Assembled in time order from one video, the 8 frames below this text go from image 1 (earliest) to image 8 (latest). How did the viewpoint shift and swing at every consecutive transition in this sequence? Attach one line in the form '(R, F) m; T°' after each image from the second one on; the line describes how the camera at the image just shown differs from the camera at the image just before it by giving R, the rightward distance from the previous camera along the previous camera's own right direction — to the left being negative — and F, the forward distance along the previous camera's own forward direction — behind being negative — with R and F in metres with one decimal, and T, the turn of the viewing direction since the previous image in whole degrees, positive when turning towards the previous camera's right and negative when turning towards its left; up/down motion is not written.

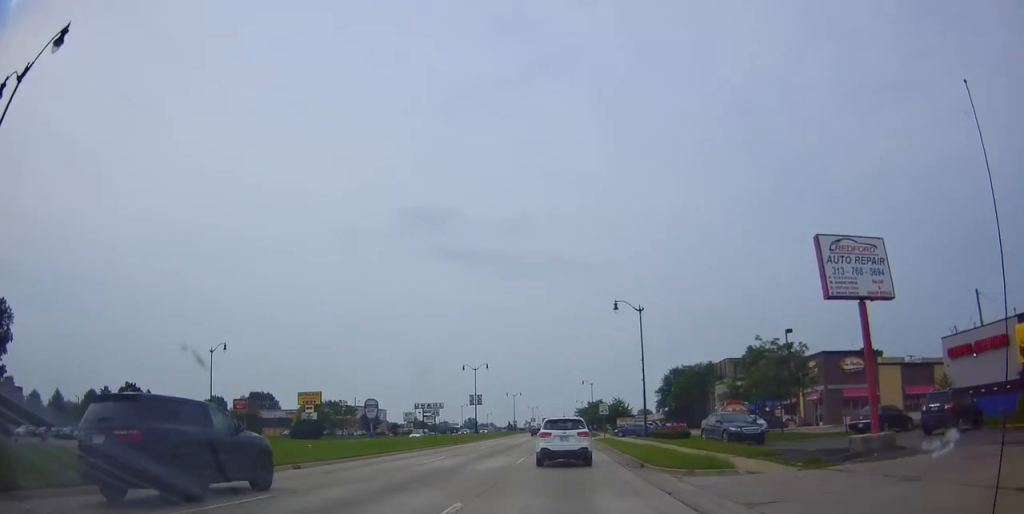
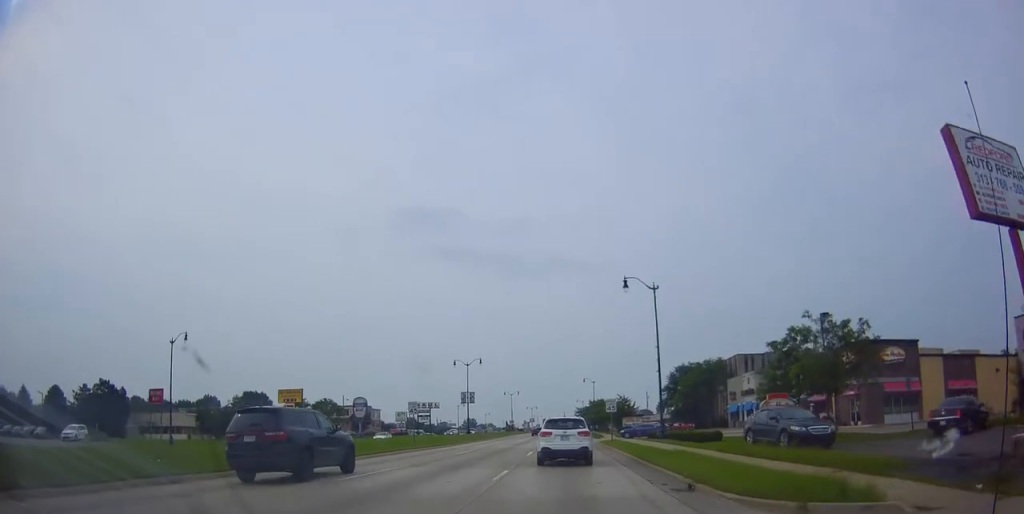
(+0.2, +7.5) m; 0°
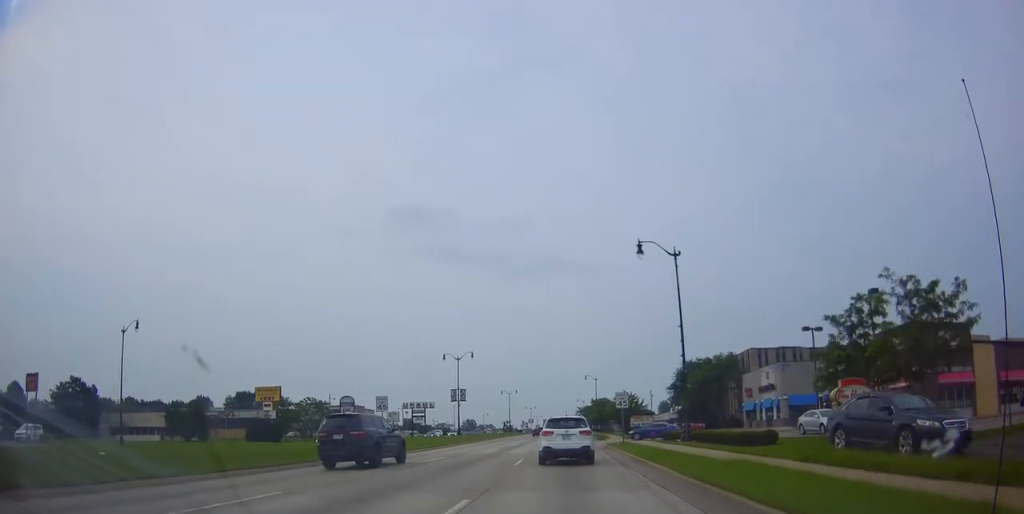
(-0.1, +8.1) m; -2°
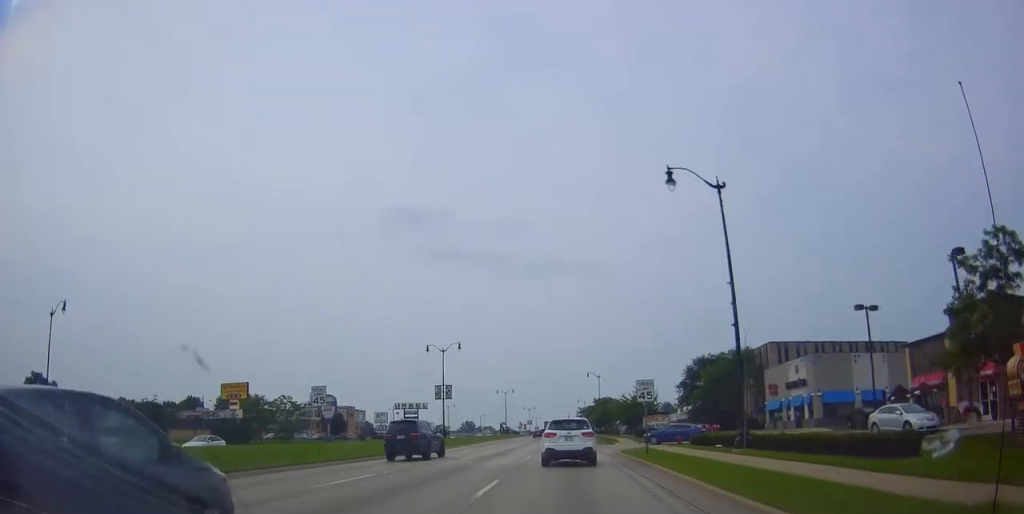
(-0.3, +10.2) m; 0°
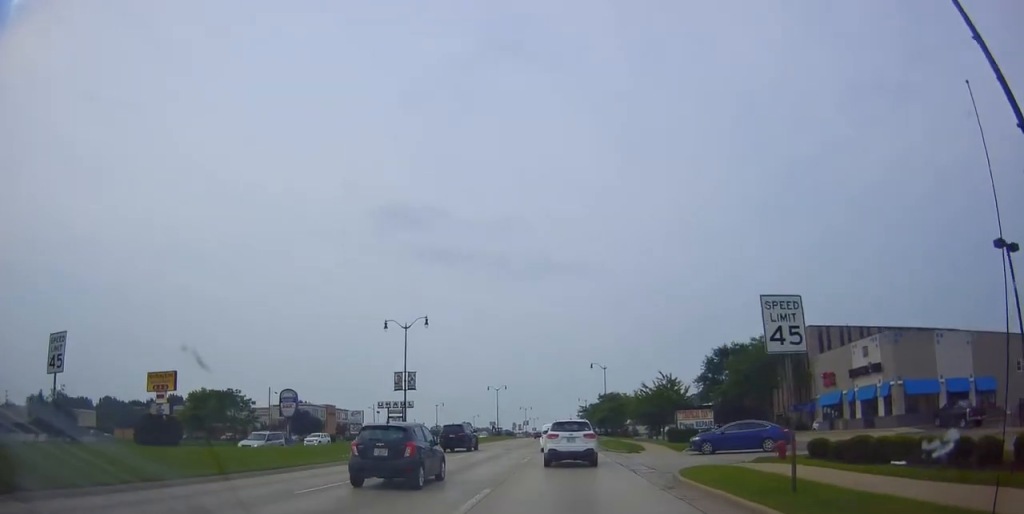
(+0.7, +16.6) m; +2°
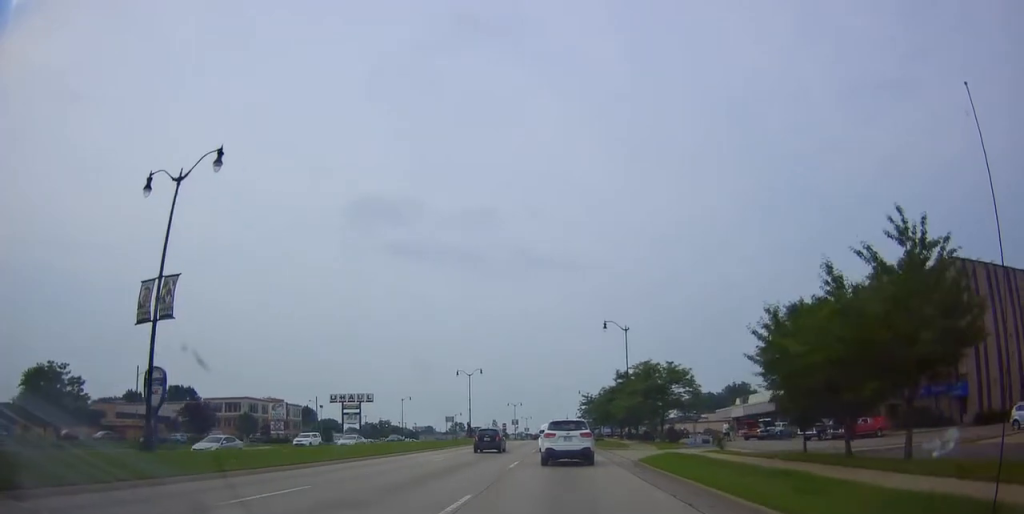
(+0.3, +33.6) m; +2°
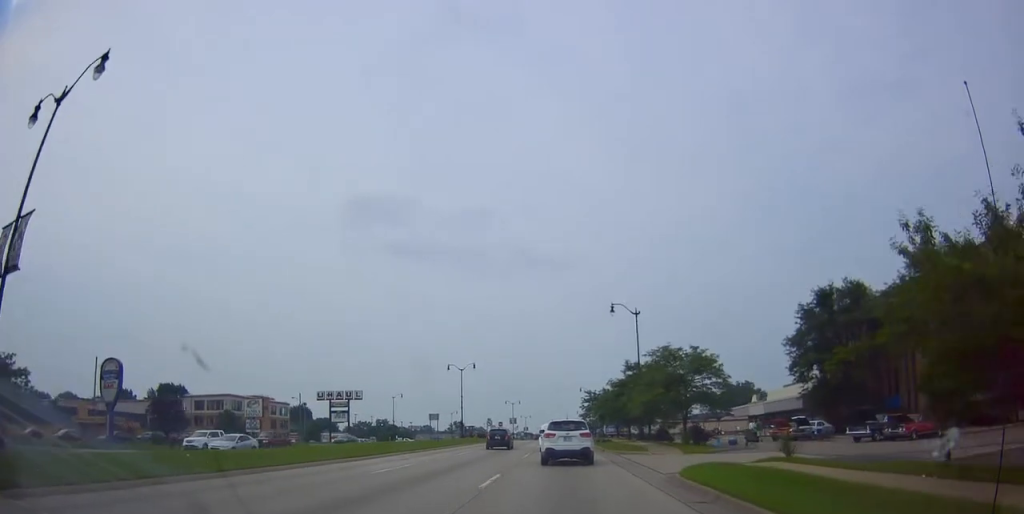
(0.0, +7.8) m; 0°
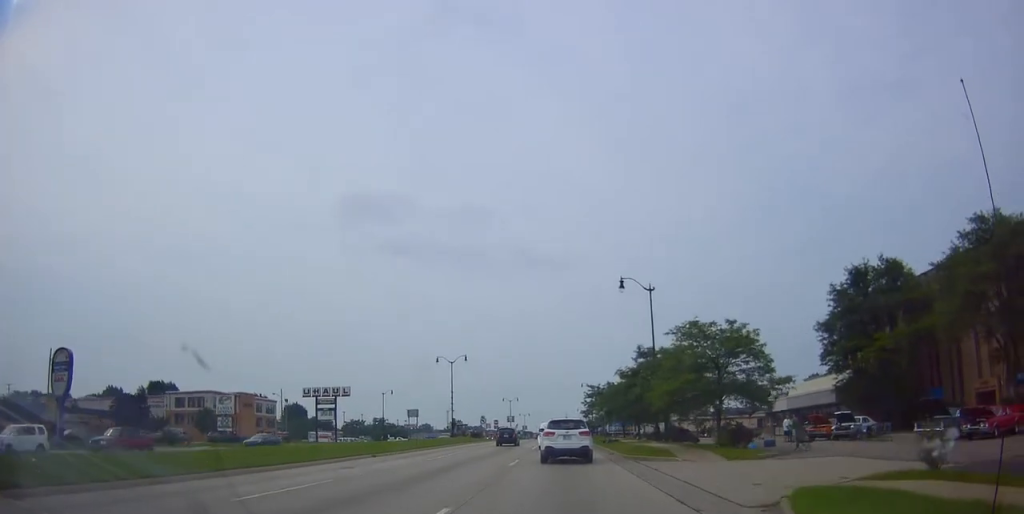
(0.0, +7.7) m; 0°
